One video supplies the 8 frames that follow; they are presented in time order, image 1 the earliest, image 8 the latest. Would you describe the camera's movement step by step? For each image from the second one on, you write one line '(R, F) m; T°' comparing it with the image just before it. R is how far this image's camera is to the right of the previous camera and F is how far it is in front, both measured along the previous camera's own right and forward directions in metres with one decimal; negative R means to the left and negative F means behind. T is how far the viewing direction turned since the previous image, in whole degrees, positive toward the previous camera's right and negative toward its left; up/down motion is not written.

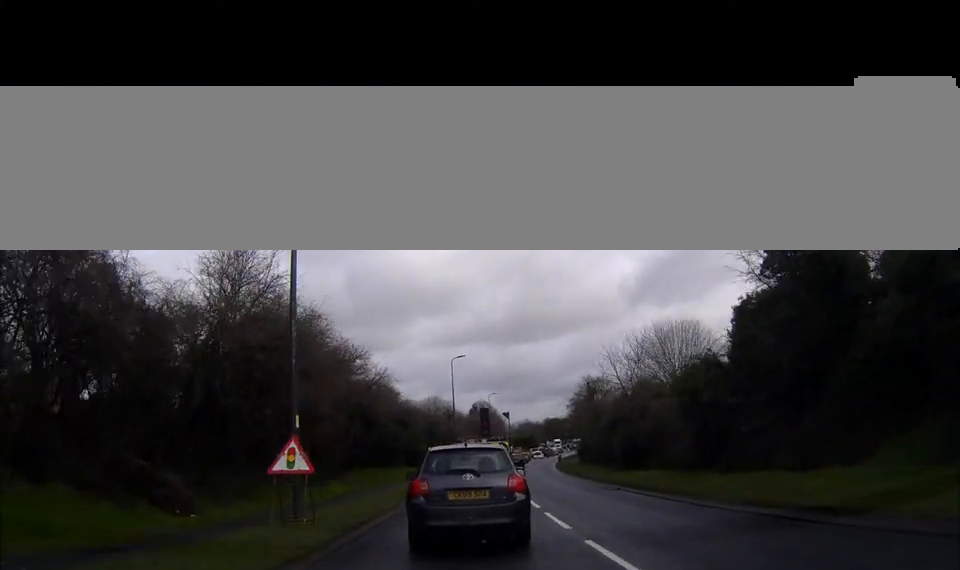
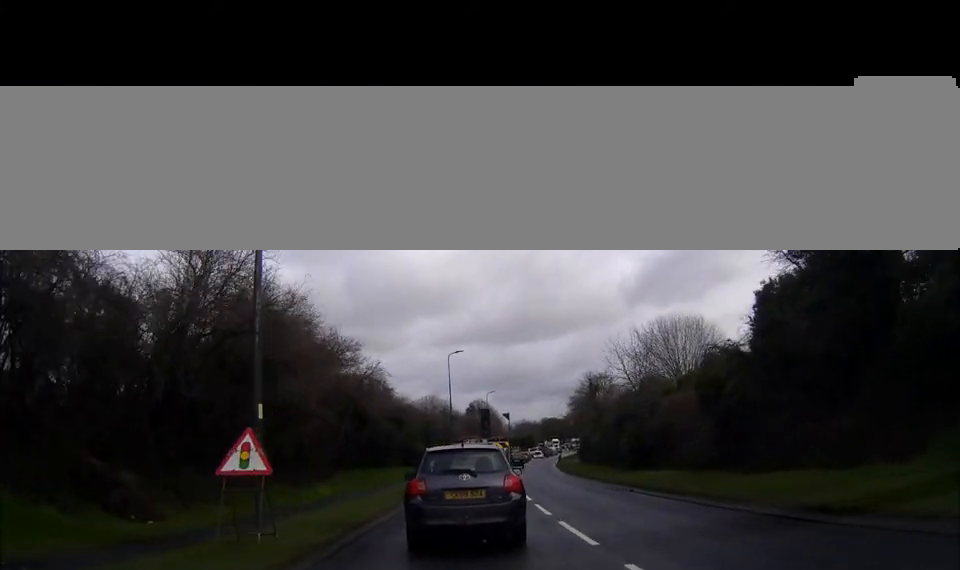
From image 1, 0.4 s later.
(0.0, +2.7) m; 0°
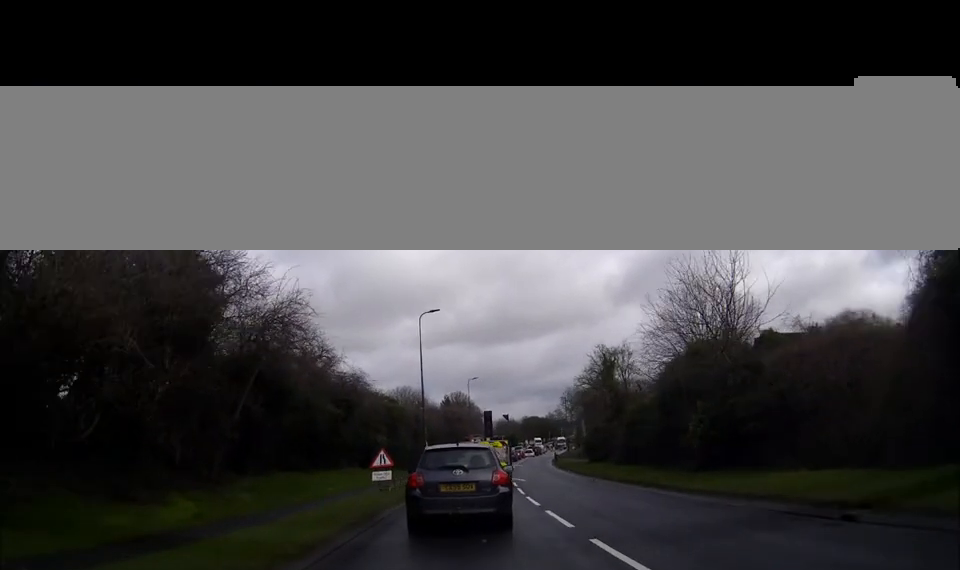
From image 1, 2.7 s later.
(0.0, +15.8) m; 0°
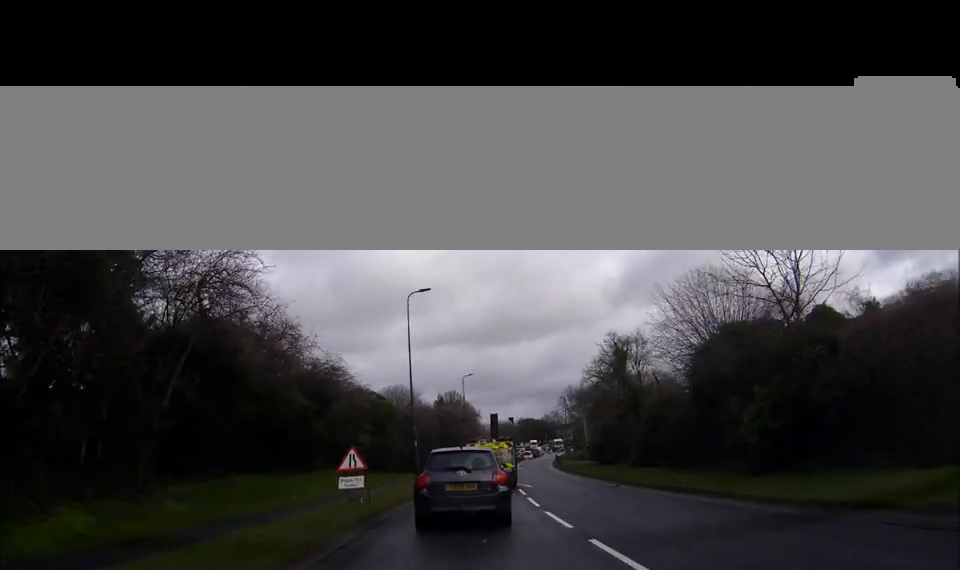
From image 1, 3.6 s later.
(0.0, +6.0) m; 0°
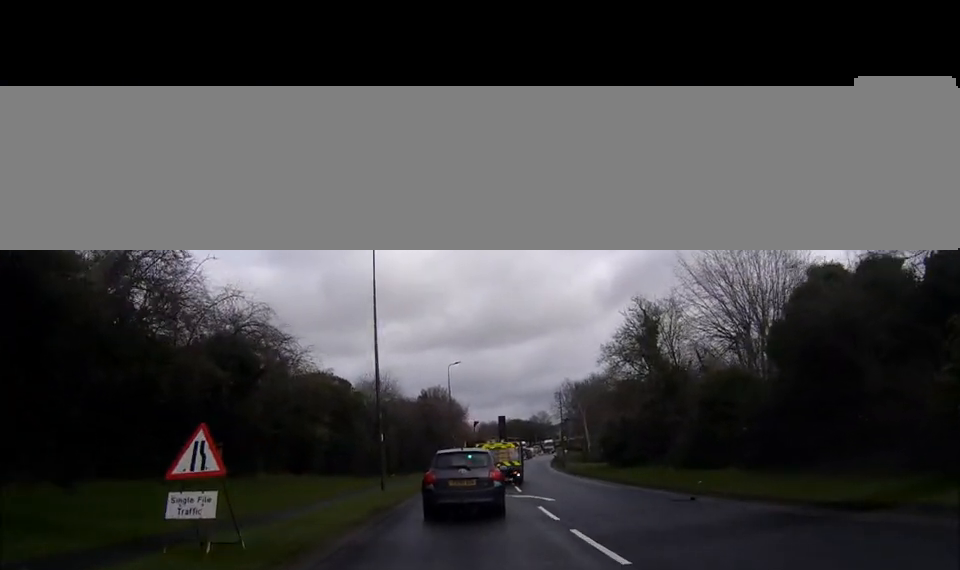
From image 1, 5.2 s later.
(+0.1, +10.6) m; +2°
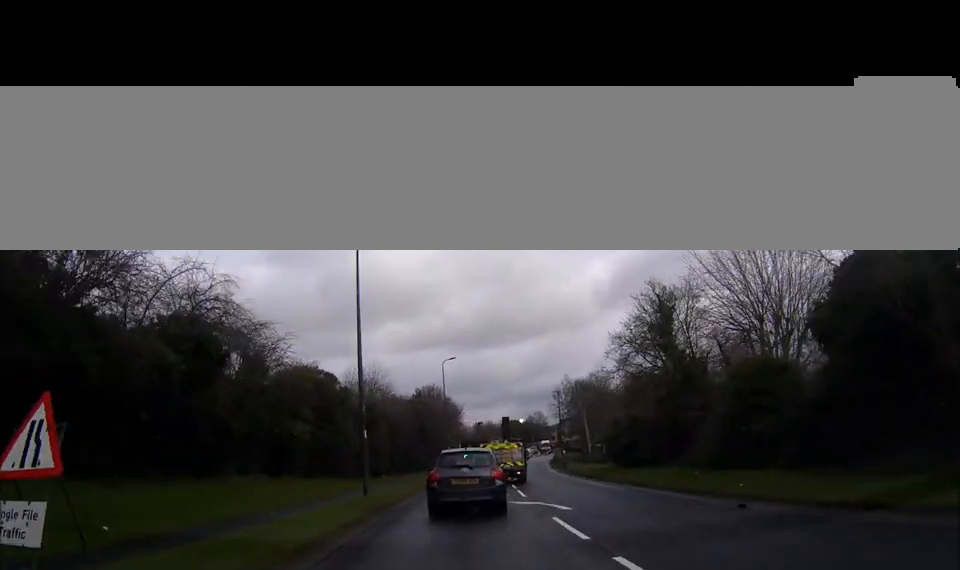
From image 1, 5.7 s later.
(+0.1, +3.6) m; +1°
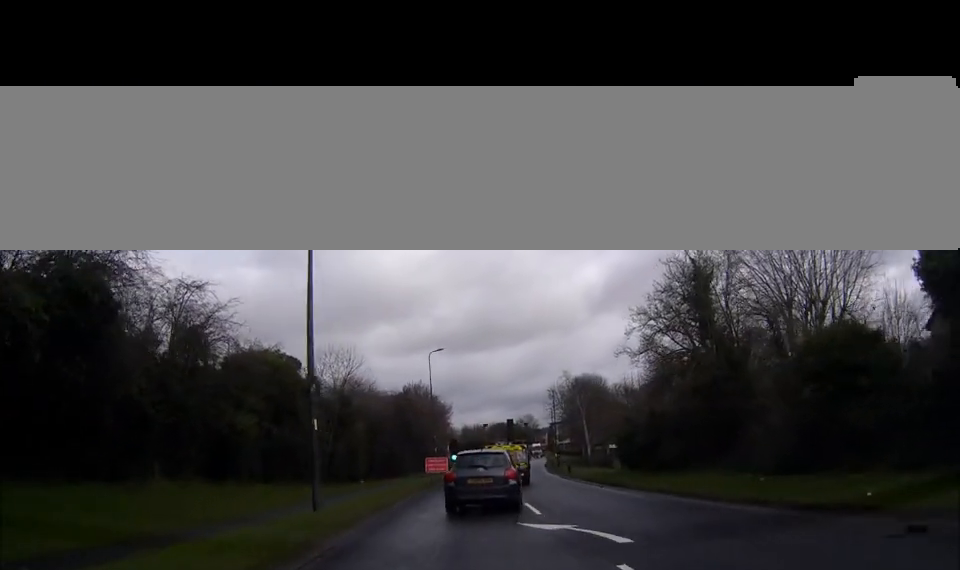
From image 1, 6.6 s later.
(+0.1, +6.5) m; +2°
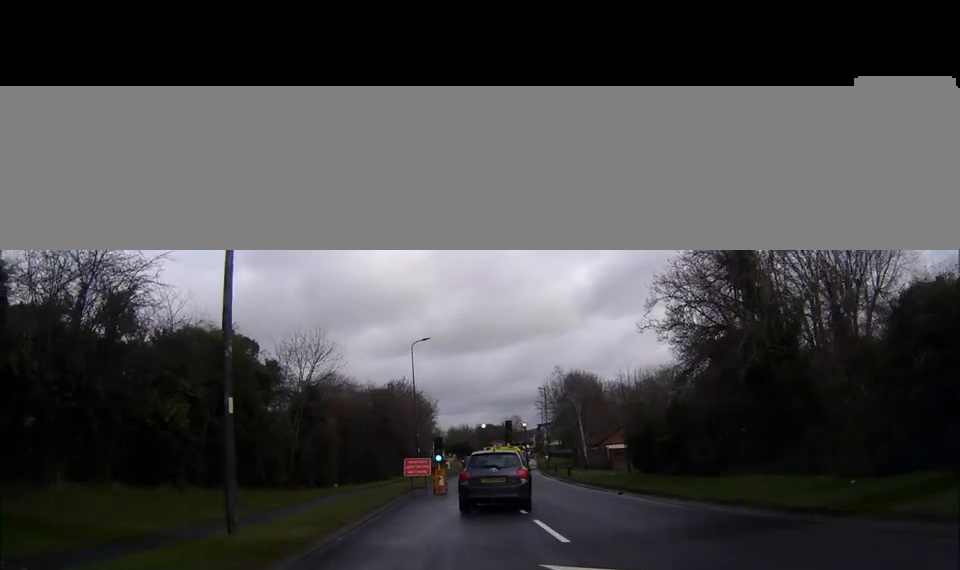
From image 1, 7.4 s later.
(0.0, +5.4) m; +2°
